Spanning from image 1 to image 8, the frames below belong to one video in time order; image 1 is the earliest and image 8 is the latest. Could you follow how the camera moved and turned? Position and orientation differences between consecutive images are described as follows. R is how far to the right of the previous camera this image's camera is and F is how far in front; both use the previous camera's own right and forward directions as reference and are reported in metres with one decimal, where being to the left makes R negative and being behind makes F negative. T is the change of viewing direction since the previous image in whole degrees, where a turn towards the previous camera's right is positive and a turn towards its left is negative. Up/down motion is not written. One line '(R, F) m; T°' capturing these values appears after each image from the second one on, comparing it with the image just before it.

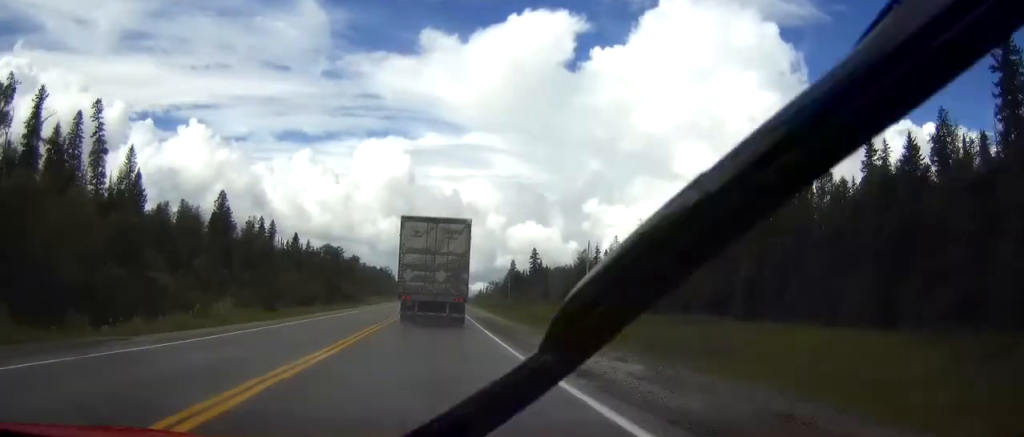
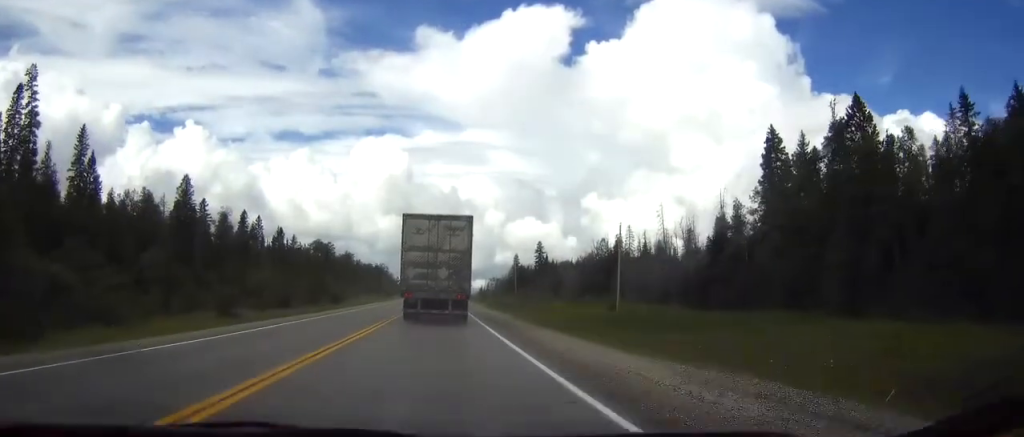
(-0.2, +18.2) m; -1°
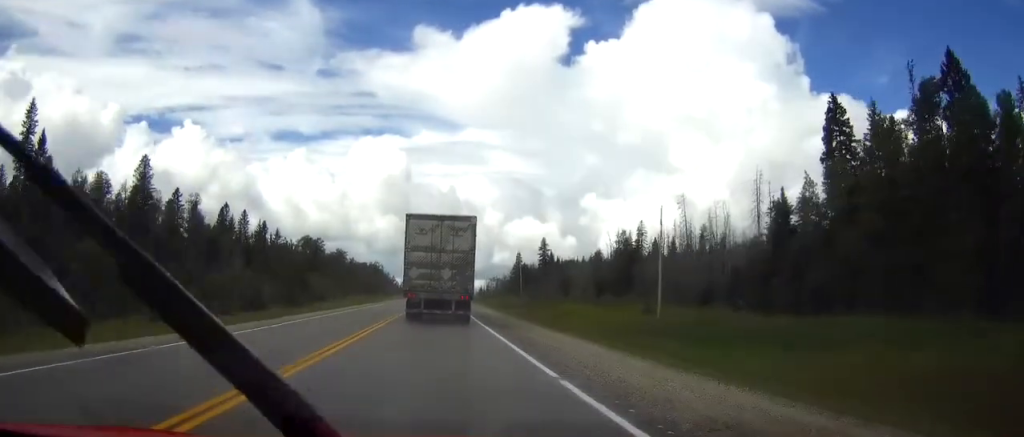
(-0.1, +16.2) m; 0°
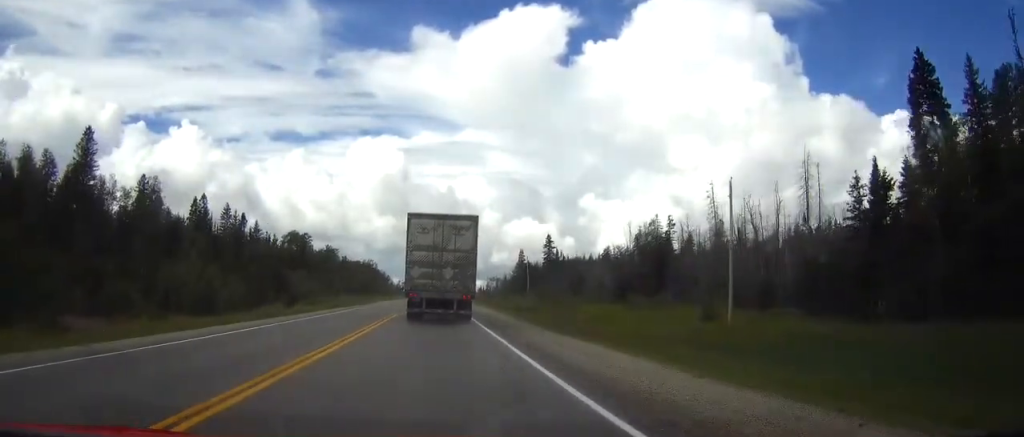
(+0.1, +17.0) m; 0°
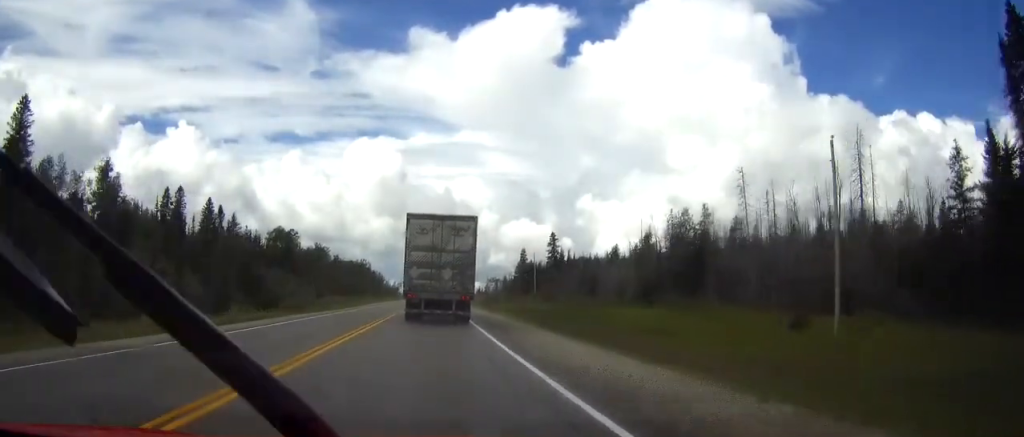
(0.0, +14.9) m; 0°
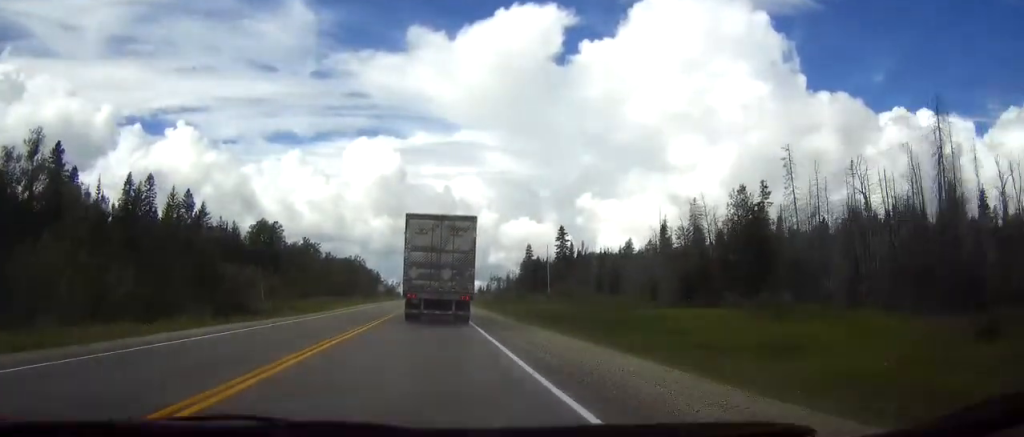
(0.0, +17.2) m; 0°
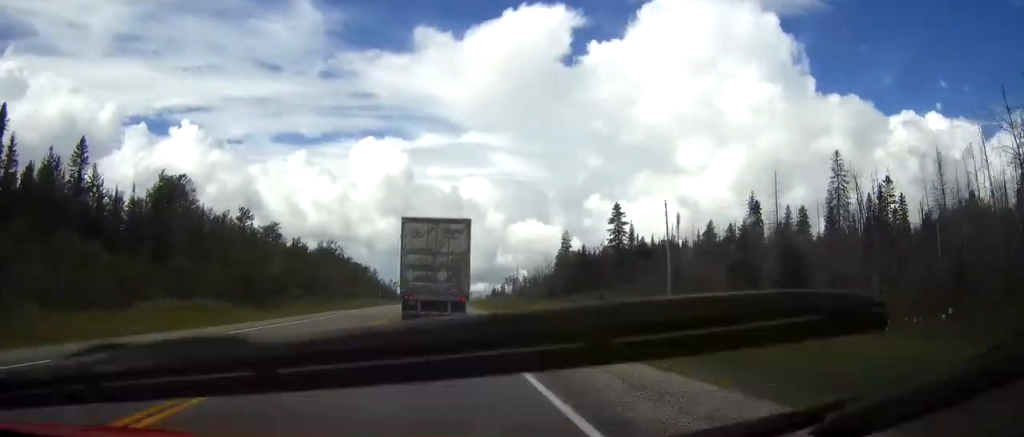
(0.0, +62.8) m; 0°
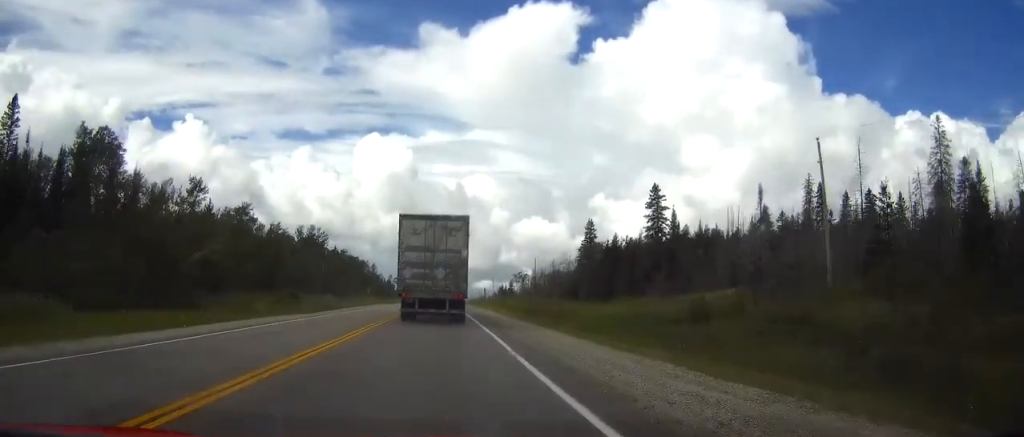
(0.0, +25.9) m; 0°
